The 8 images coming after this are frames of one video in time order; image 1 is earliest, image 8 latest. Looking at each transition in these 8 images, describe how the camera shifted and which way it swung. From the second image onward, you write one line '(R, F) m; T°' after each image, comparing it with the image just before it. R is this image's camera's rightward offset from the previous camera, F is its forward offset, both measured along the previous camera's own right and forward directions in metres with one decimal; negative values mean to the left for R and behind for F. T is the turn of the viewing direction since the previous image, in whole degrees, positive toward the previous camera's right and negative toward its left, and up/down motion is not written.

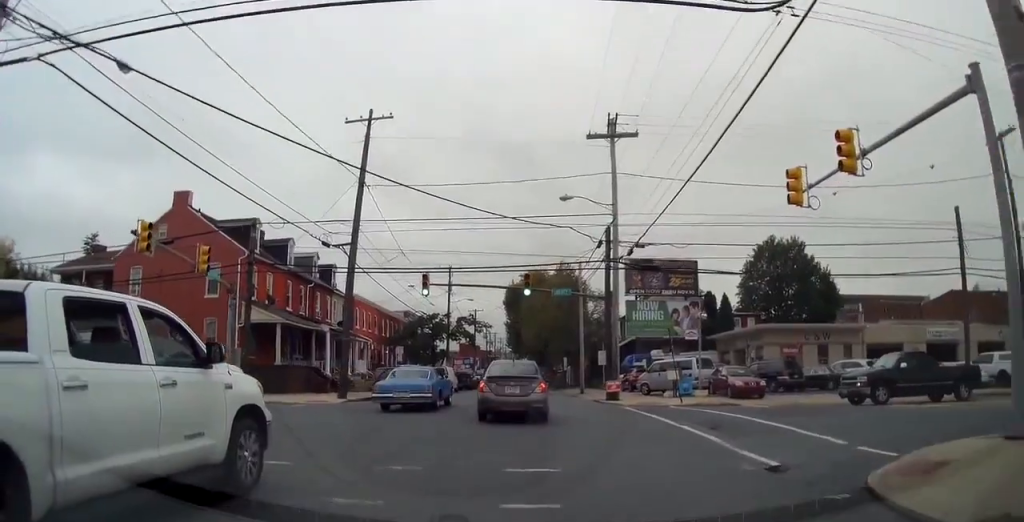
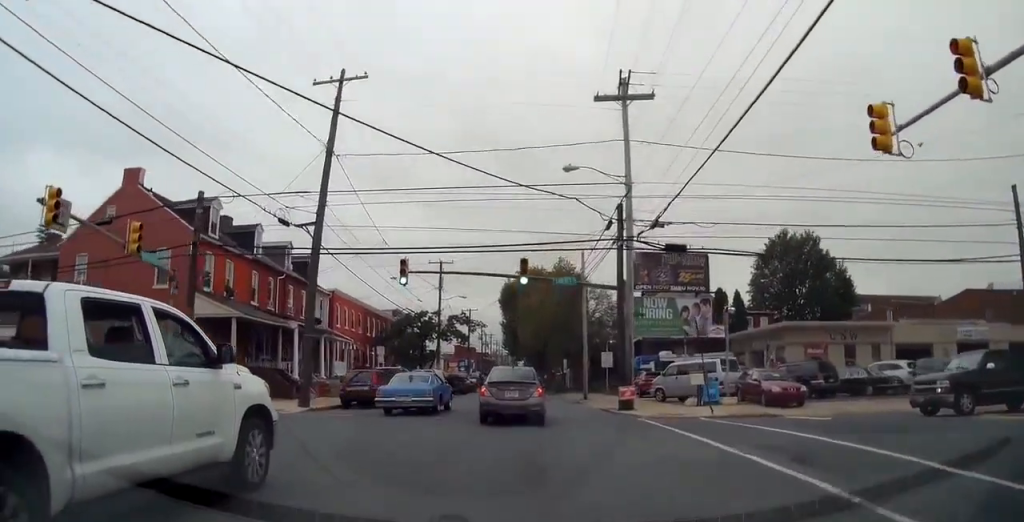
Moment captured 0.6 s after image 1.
(0.0, +4.3) m; +1°
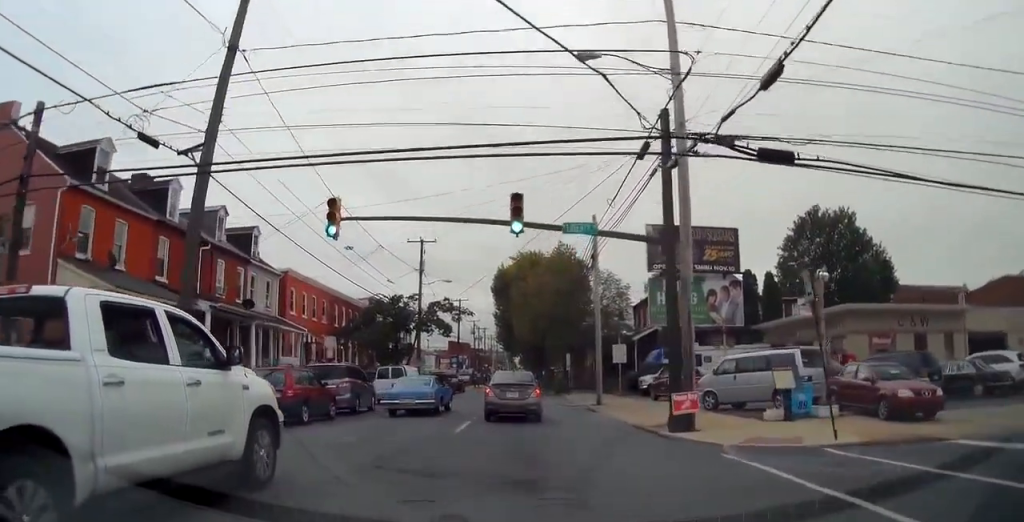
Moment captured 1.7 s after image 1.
(+0.1, +8.4) m; 0°
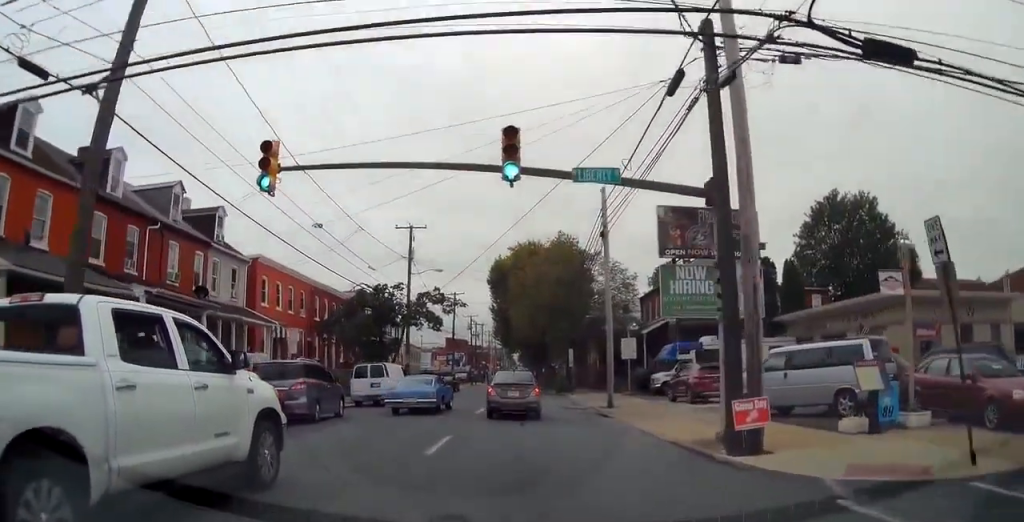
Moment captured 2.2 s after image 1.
(+0.1, +4.0) m; -1°
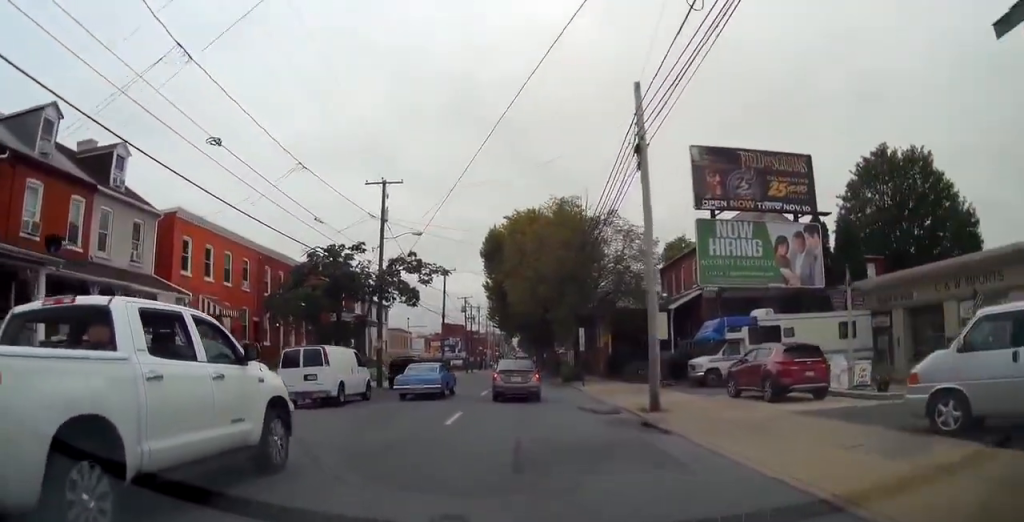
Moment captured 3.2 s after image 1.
(-0.3, +8.4) m; -2°
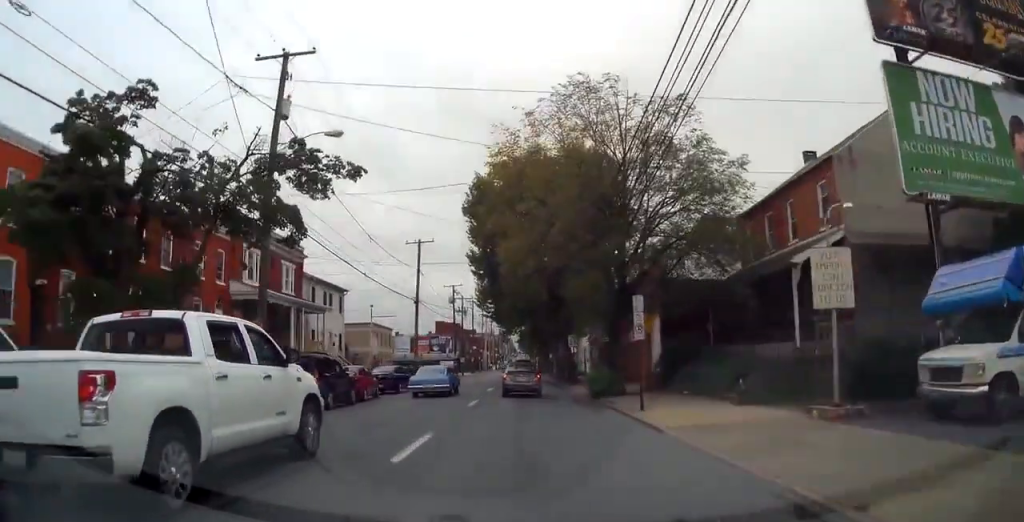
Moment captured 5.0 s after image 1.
(0.0, +16.9) m; +2°
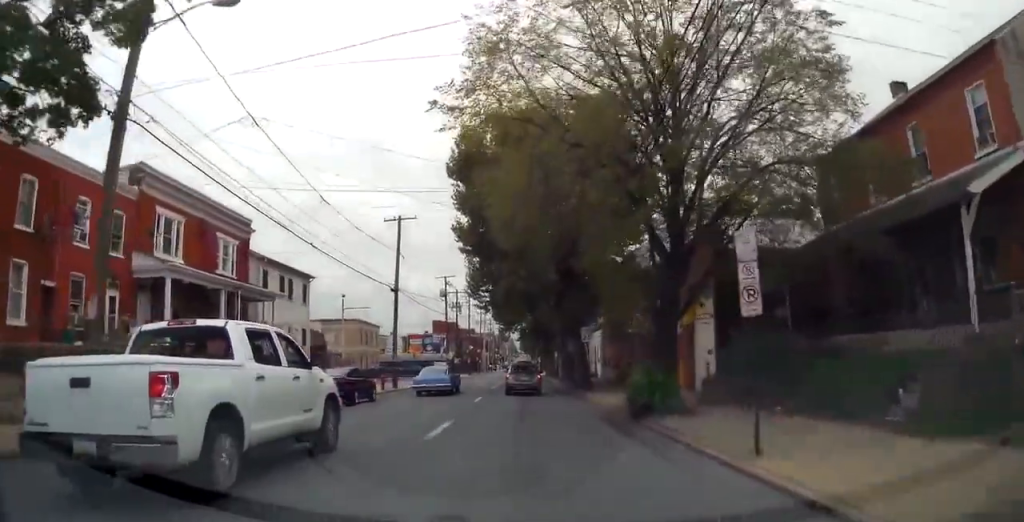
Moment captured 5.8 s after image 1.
(+0.2, +8.5) m; +1°
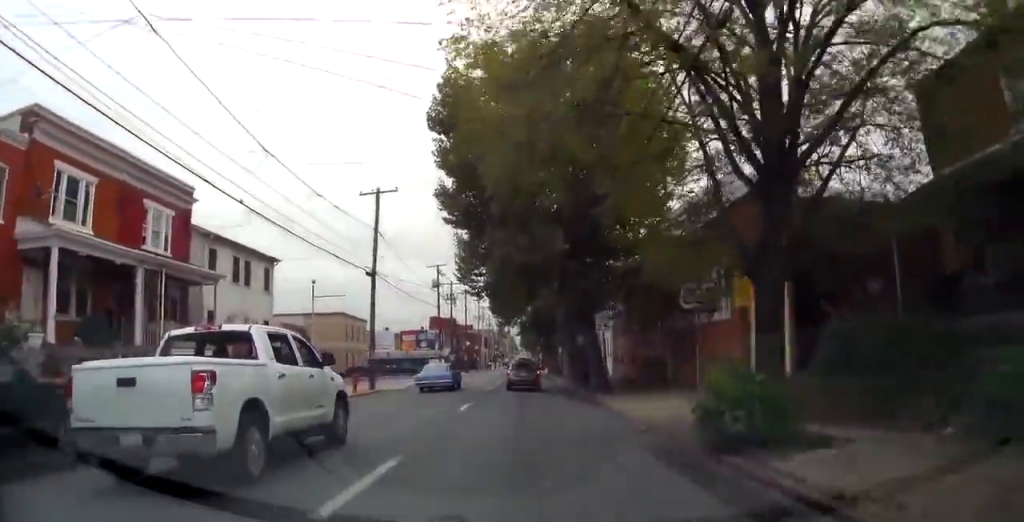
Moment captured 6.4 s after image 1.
(+0.2, +6.3) m; 0°
